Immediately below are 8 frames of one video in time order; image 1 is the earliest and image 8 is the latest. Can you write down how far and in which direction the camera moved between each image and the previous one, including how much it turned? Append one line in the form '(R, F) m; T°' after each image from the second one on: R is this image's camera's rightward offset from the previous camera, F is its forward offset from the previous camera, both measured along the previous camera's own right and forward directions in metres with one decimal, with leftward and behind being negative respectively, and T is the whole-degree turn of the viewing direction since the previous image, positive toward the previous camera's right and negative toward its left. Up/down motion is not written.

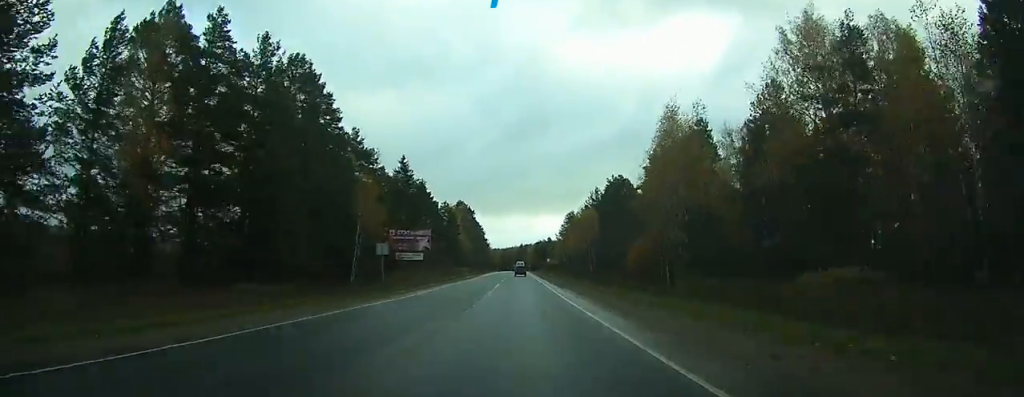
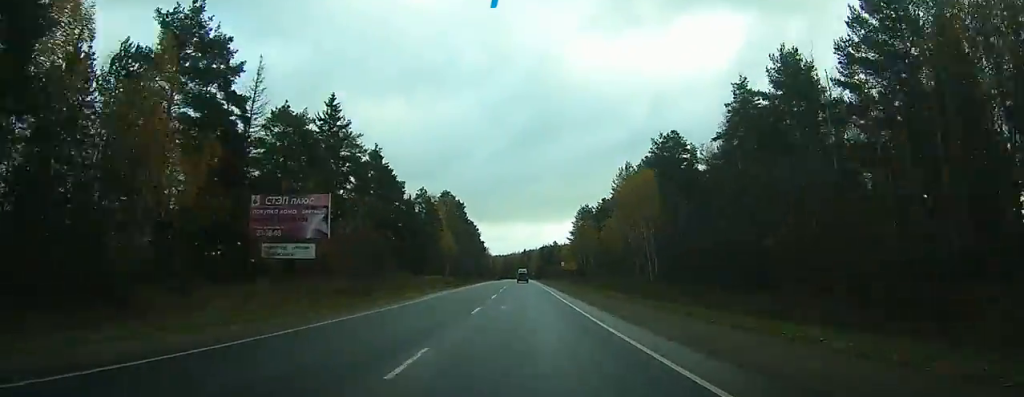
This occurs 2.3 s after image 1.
(-0.1, +47.8) m; -1°
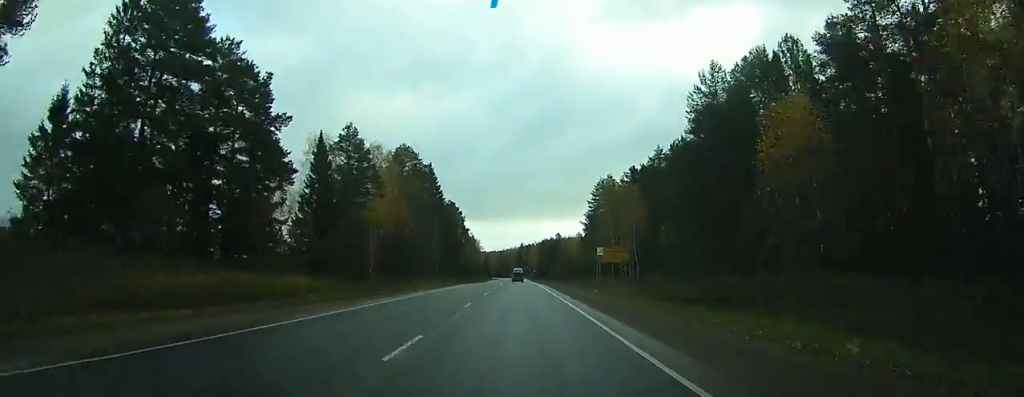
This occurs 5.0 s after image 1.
(-0.3, +59.1) m; 0°
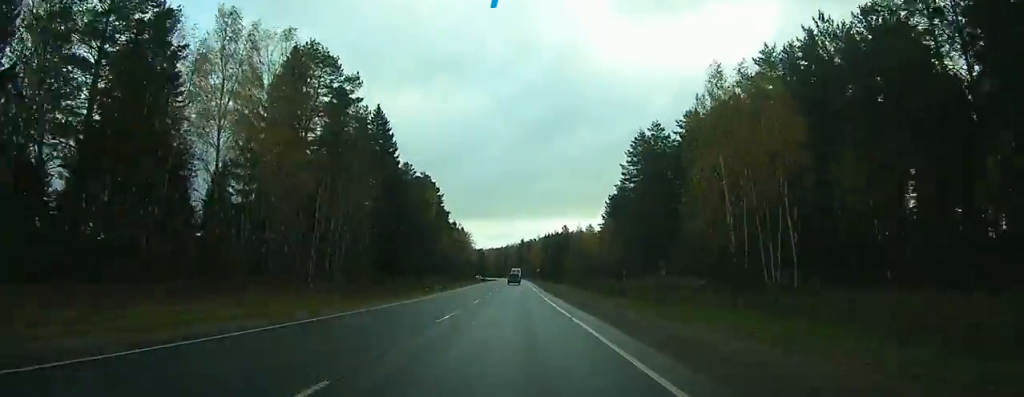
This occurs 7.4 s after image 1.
(+0.3, +53.0) m; 0°
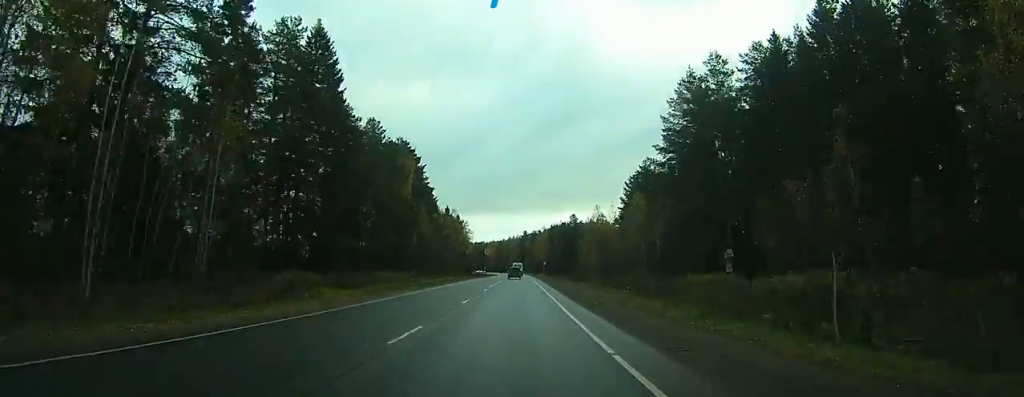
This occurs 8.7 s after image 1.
(0.0, +29.8) m; 0°
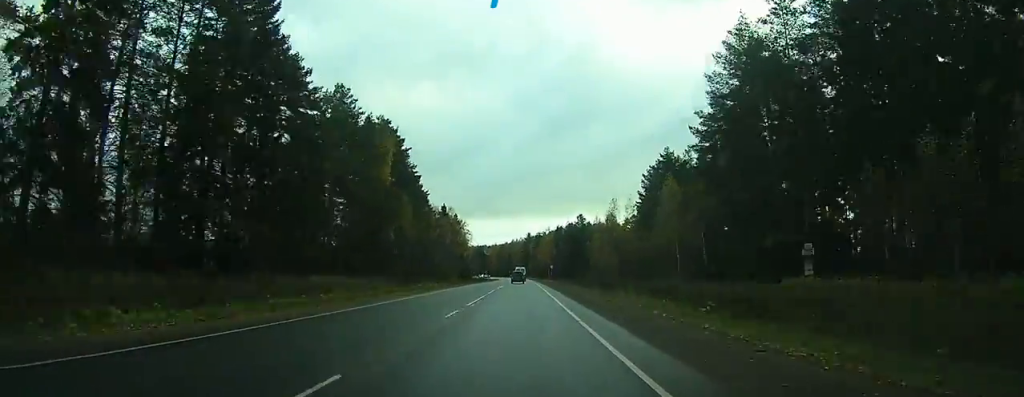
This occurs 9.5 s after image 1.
(-0.1, +18.1) m; 0°
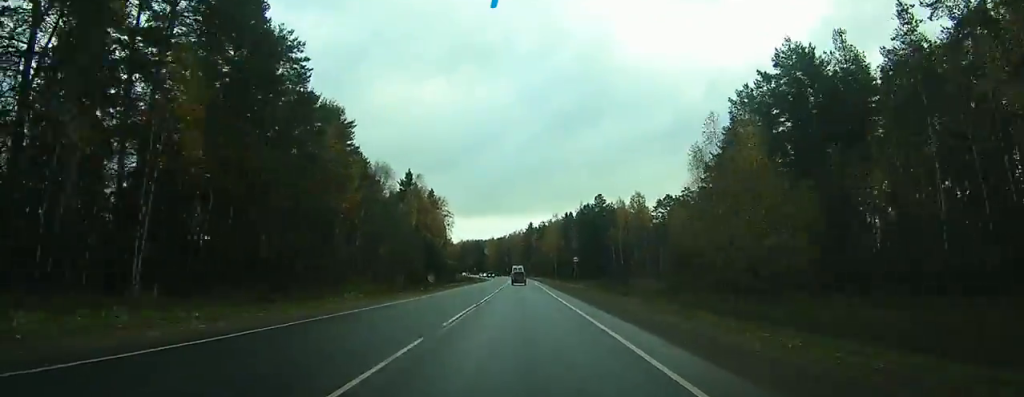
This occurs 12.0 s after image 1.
(+0.1, +56.2) m; 0°
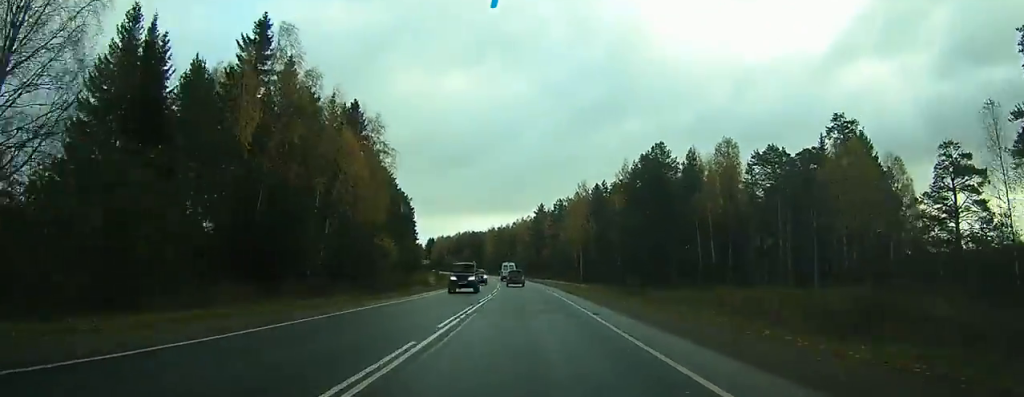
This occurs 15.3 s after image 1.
(-1.1, +74.4) m; -2°
